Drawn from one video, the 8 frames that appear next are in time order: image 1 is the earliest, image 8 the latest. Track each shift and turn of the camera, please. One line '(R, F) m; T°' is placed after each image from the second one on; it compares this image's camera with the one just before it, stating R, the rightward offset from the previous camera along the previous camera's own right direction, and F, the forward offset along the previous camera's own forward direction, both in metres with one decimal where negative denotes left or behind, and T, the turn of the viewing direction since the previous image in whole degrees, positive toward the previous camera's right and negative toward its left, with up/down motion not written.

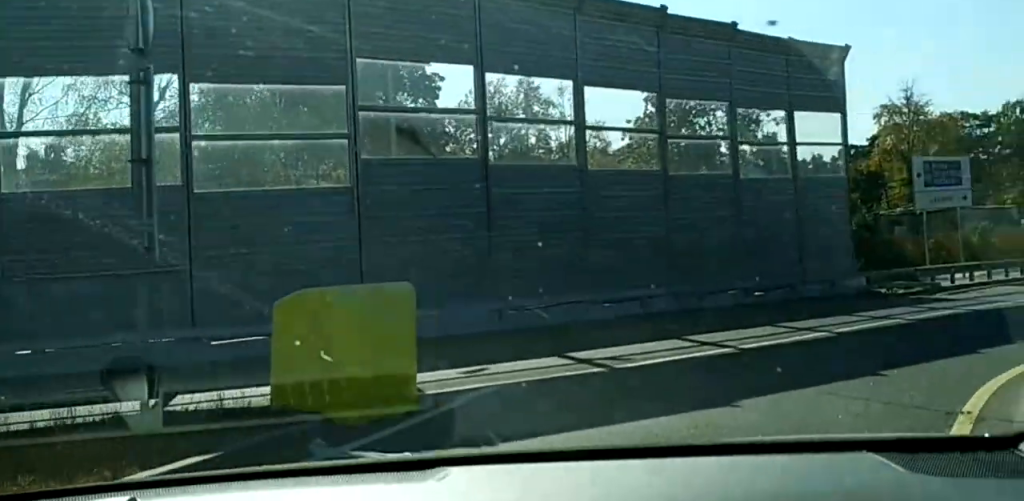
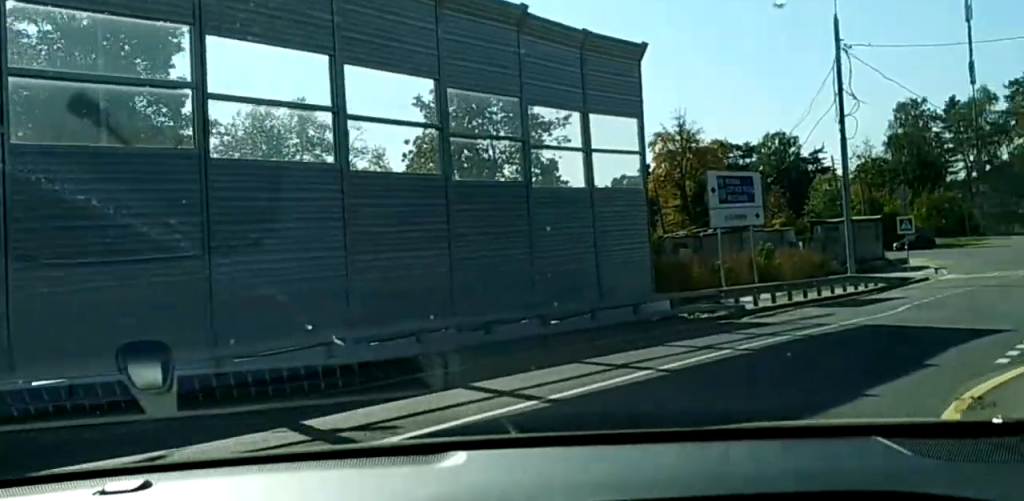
(+1.0, +4.7) m; +14°
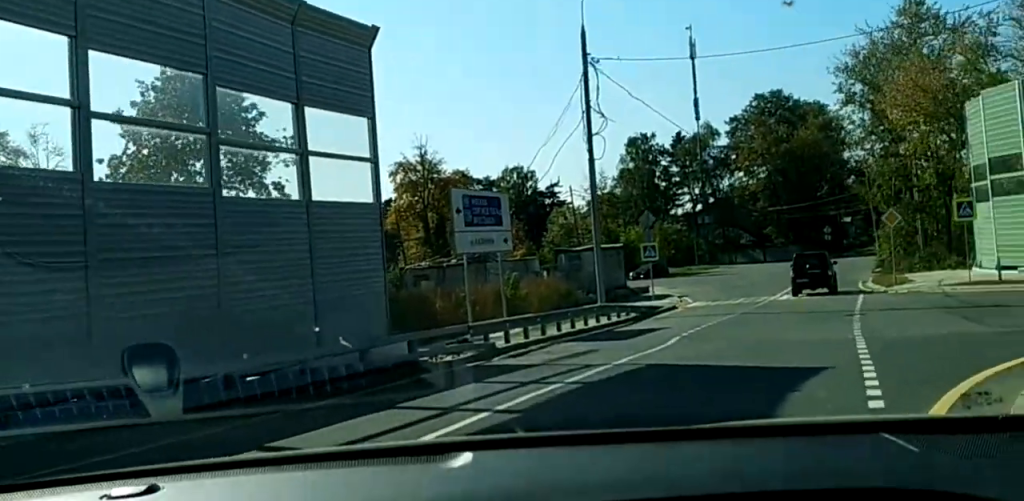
(+0.7, +5.2) m; +11°
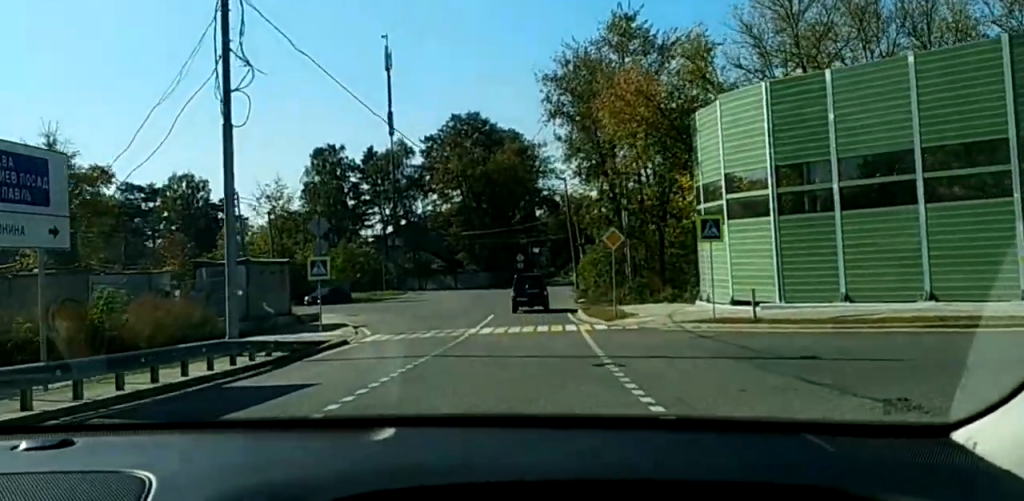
(+1.7, +12.1) m; +15°
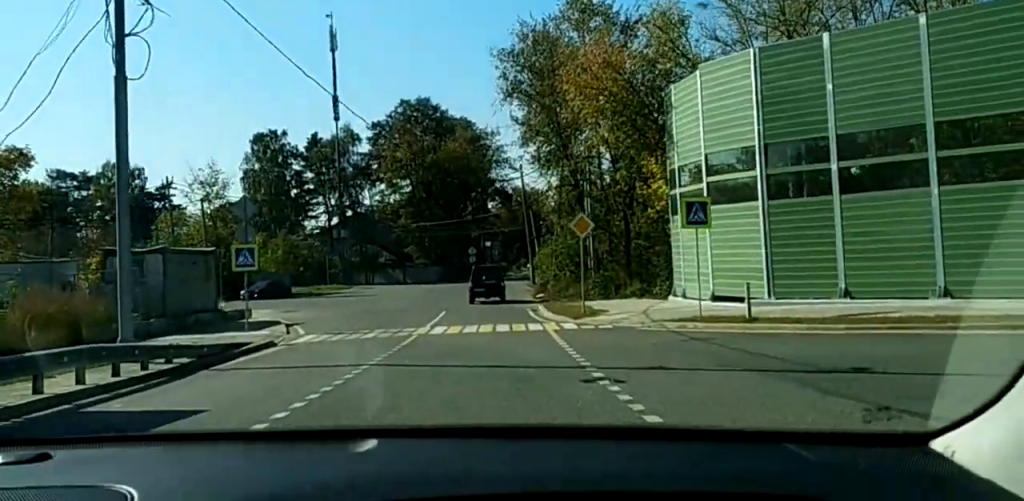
(+0.3, +5.1) m; +2°
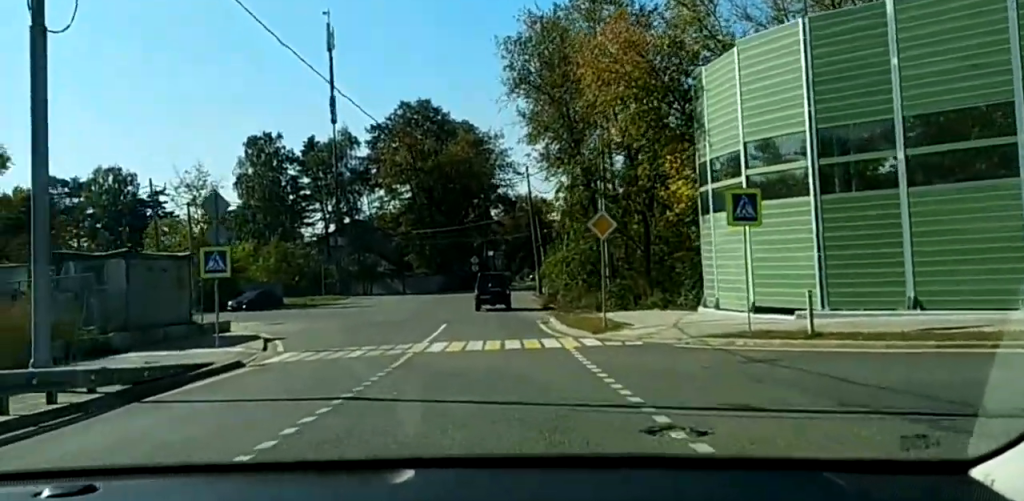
(+0.1, +4.9) m; +2°
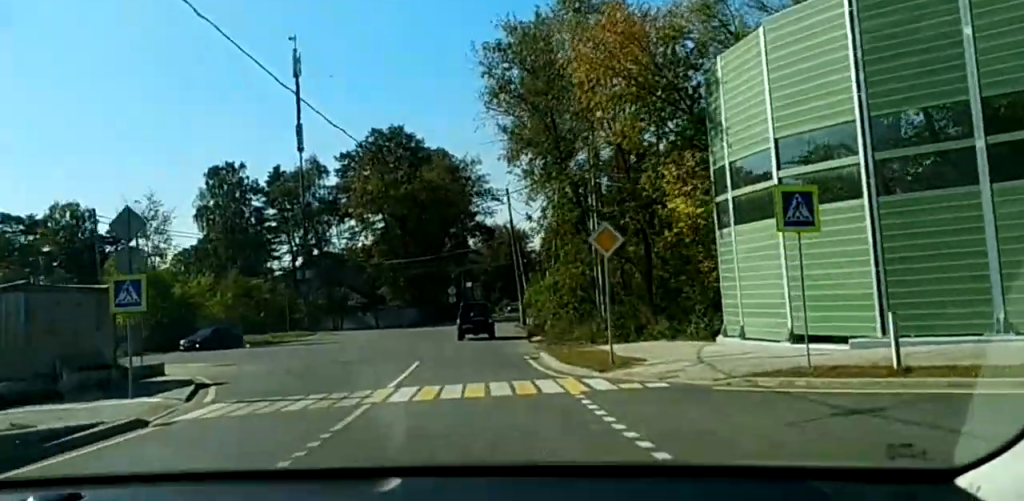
(-0.1, +5.8) m; +1°
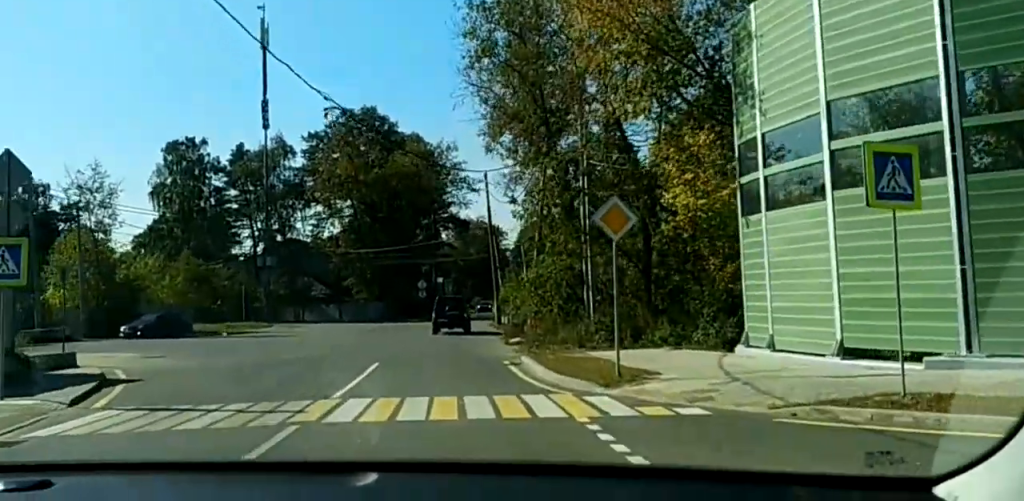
(+0.2, +5.5) m; +1°
